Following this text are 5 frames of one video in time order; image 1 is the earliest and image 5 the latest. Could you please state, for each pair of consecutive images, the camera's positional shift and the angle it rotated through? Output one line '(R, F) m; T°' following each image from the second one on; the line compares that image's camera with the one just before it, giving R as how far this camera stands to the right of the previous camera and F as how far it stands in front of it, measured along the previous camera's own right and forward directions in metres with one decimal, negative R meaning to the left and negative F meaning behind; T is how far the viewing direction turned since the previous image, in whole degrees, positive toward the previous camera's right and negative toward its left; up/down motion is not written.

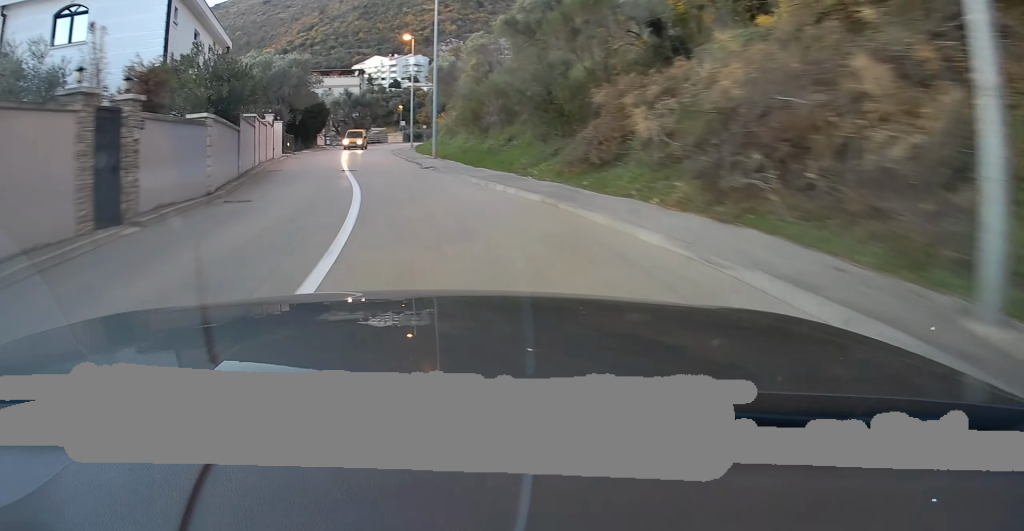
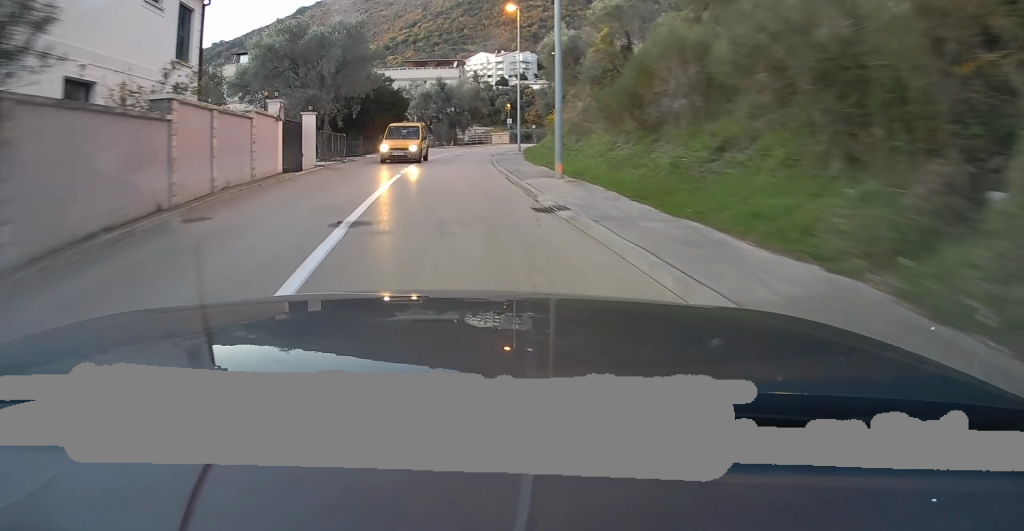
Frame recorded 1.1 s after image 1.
(-0.9, +14.3) m; -8°
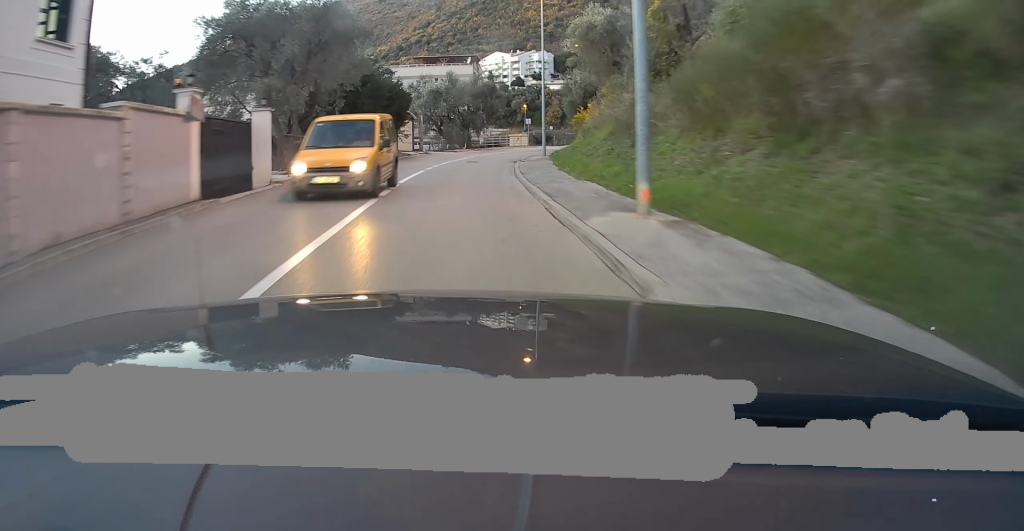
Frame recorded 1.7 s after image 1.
(-0.2, +7.4) m; -5°
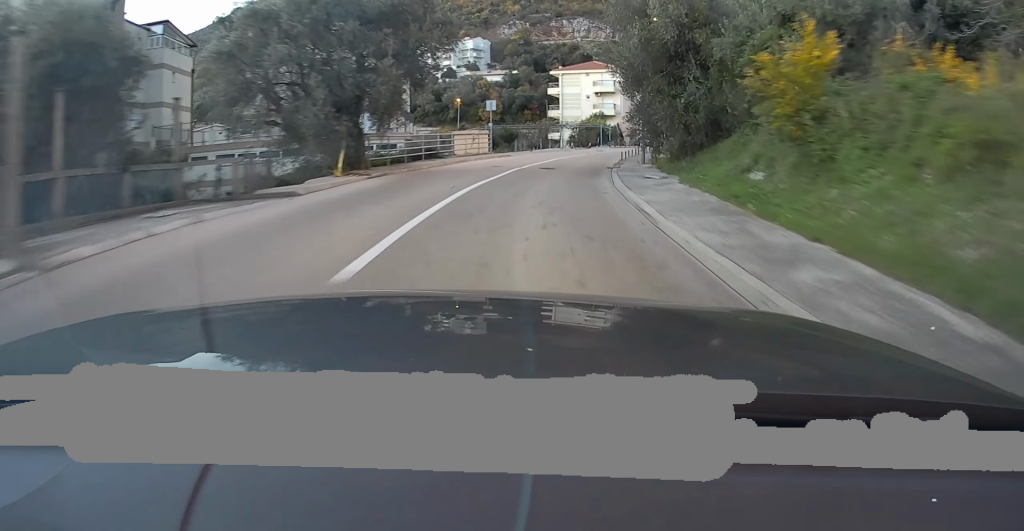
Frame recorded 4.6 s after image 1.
(-2.2, +37.5) m; 0°
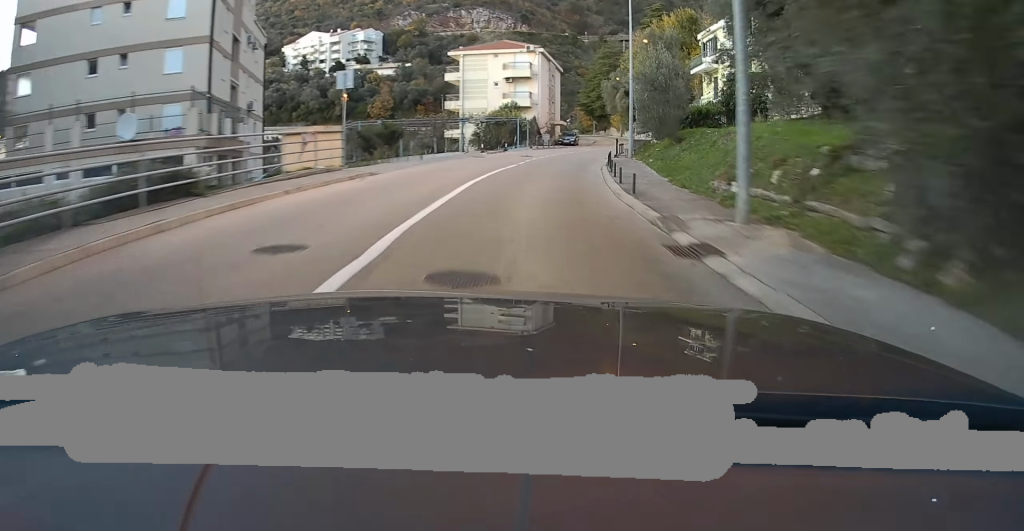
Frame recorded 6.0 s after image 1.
(+1.0, +17.8) m; +8°
